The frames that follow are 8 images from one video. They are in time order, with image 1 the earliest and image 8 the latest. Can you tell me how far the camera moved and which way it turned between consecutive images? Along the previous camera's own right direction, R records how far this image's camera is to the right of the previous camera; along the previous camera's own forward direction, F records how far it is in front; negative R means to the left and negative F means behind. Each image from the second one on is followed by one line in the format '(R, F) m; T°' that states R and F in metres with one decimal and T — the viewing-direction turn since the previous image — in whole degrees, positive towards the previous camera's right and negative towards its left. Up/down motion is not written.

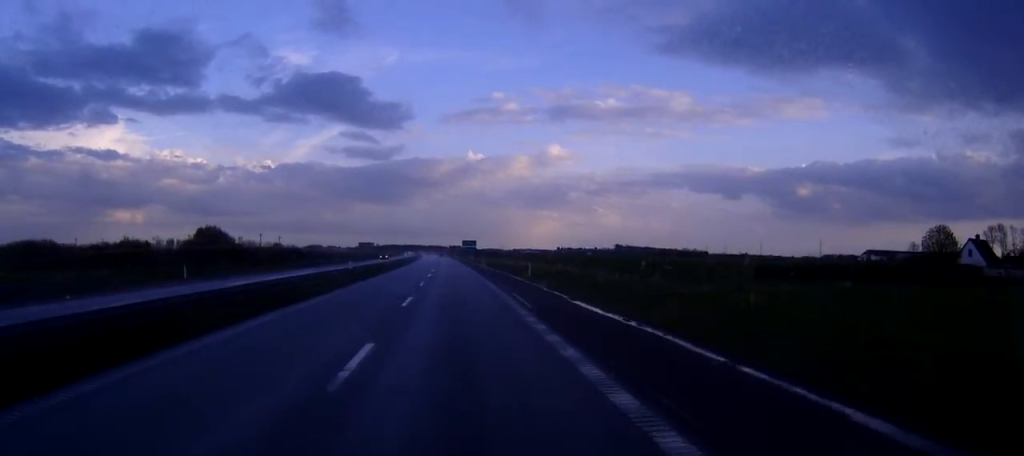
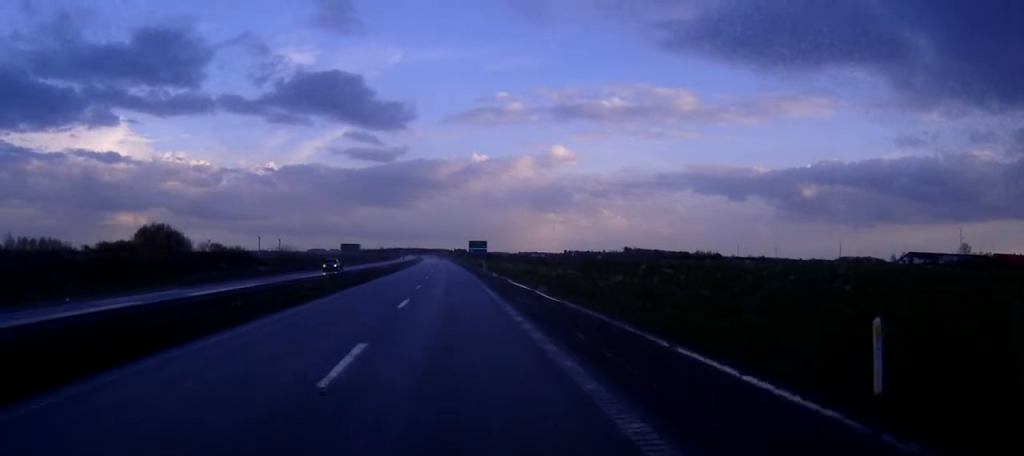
(-0.2, +44.2) m; 0°
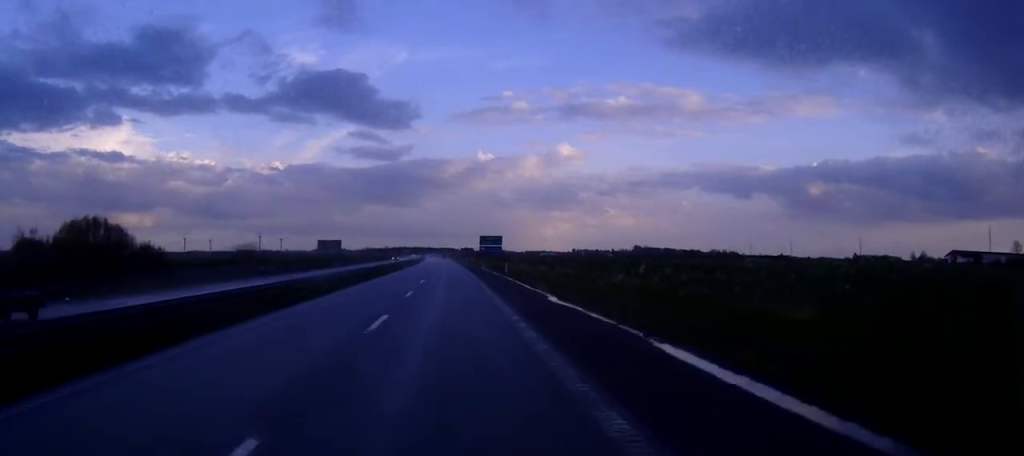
(-0.1, +38.0) m; 0°
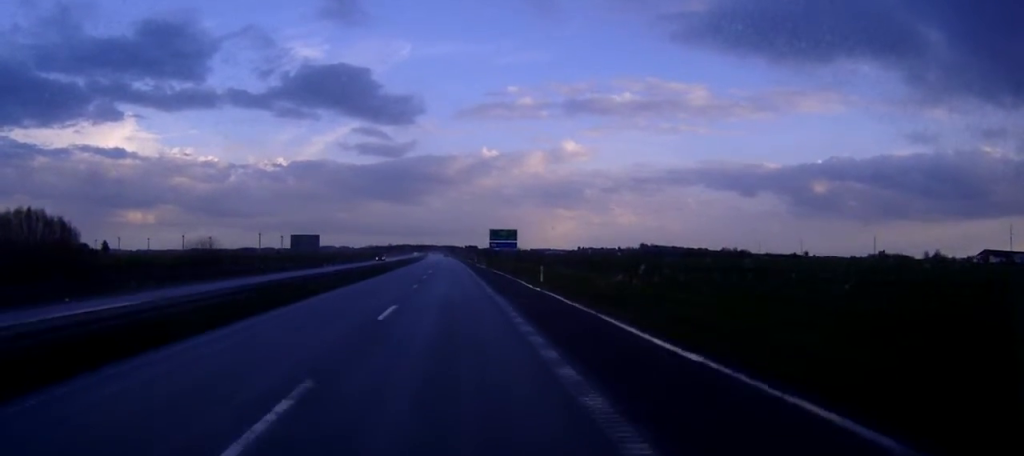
(-0.1, +26.8) m; 0°
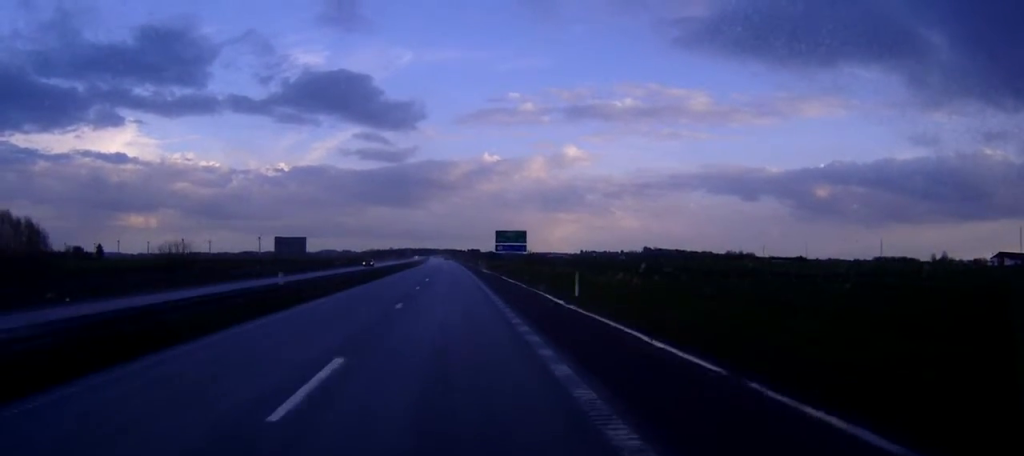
(0.0, +12.1) m; 0°
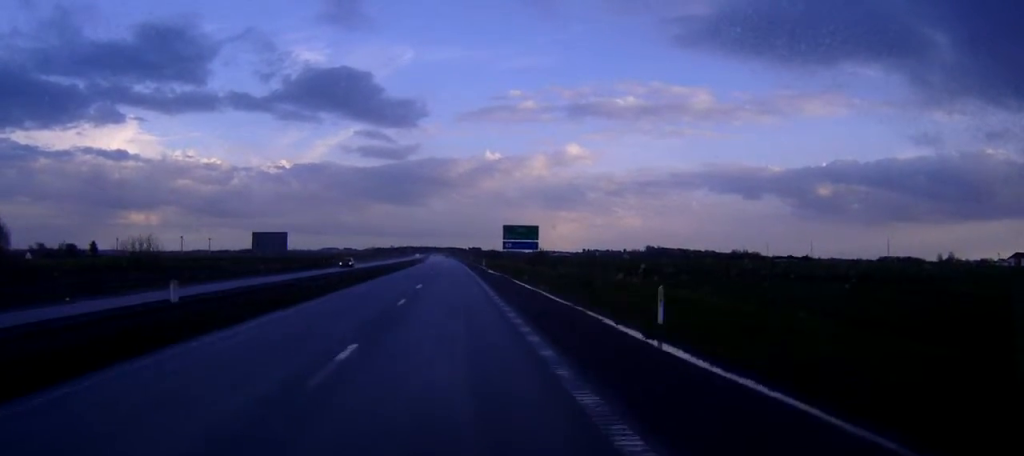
(0.0, +13.0) m; 0°
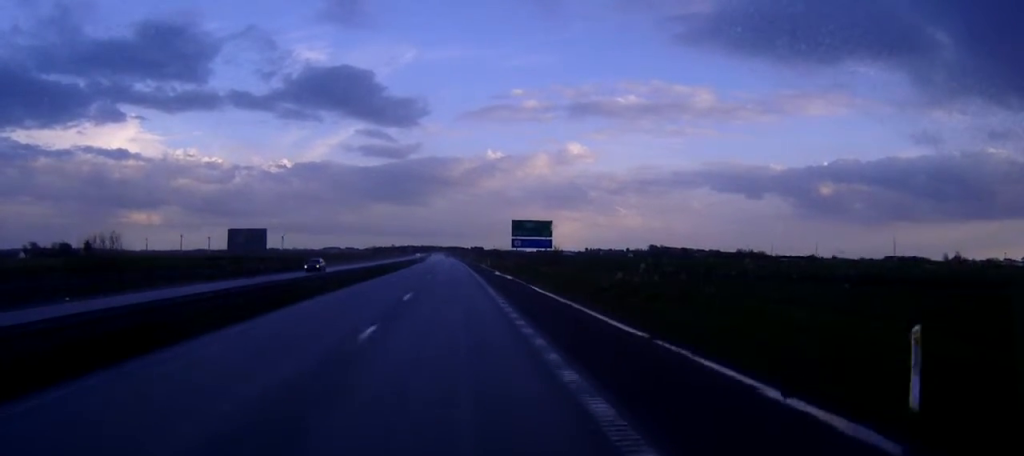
(0.0, +11.2) m; 0°
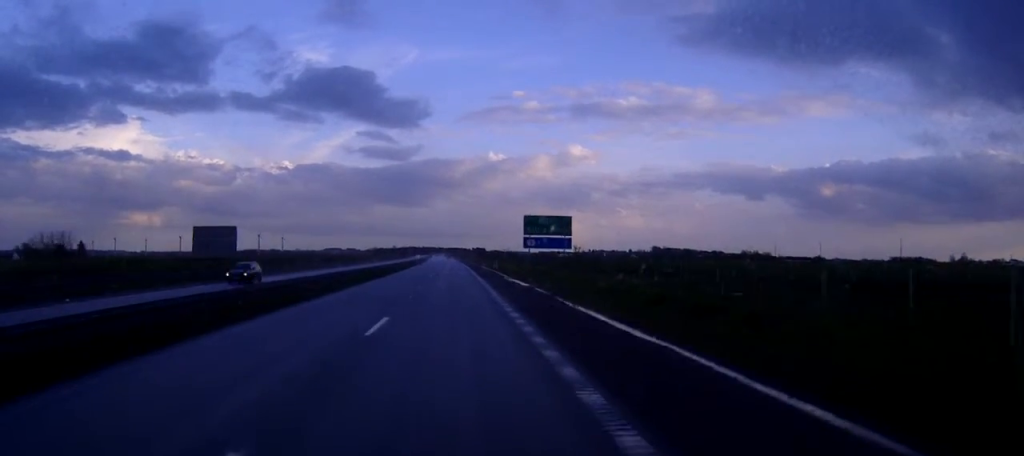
(0.0, +12.1) m; 0°
